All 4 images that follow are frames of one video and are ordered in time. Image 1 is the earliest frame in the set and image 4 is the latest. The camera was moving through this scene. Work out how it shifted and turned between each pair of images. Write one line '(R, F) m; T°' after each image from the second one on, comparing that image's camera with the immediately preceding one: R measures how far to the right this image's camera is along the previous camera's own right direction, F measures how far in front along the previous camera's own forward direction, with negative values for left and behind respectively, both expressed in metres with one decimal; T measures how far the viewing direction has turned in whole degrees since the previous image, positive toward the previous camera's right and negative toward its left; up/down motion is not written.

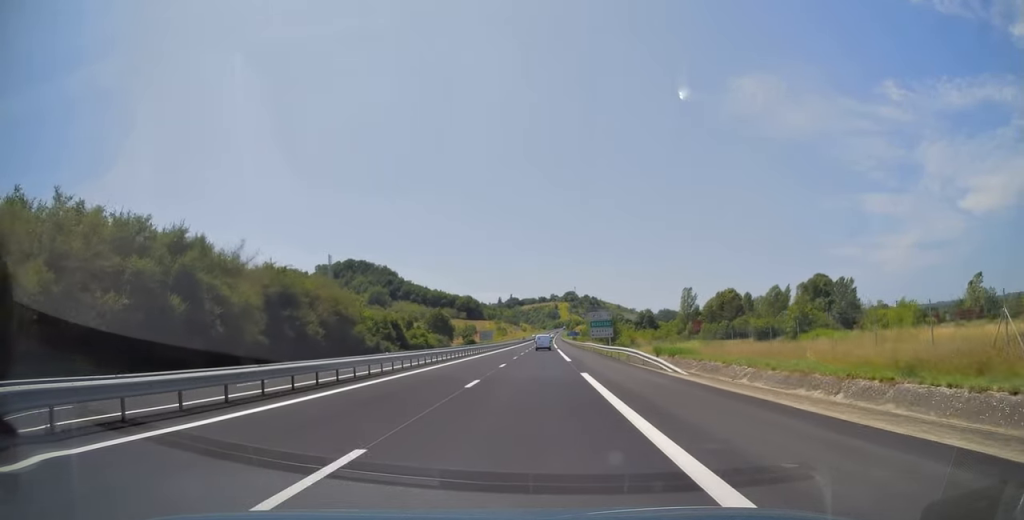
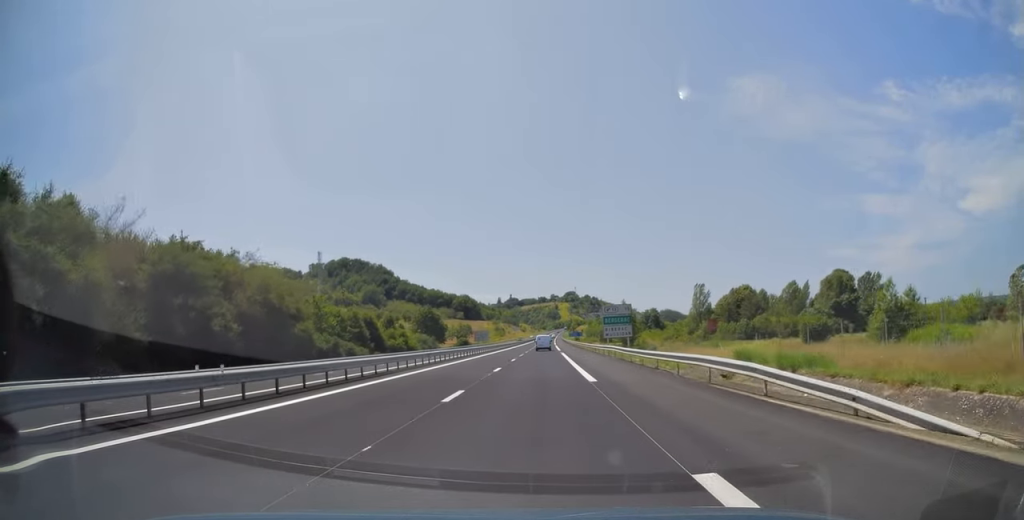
(0.0, +17.2) m; 0°
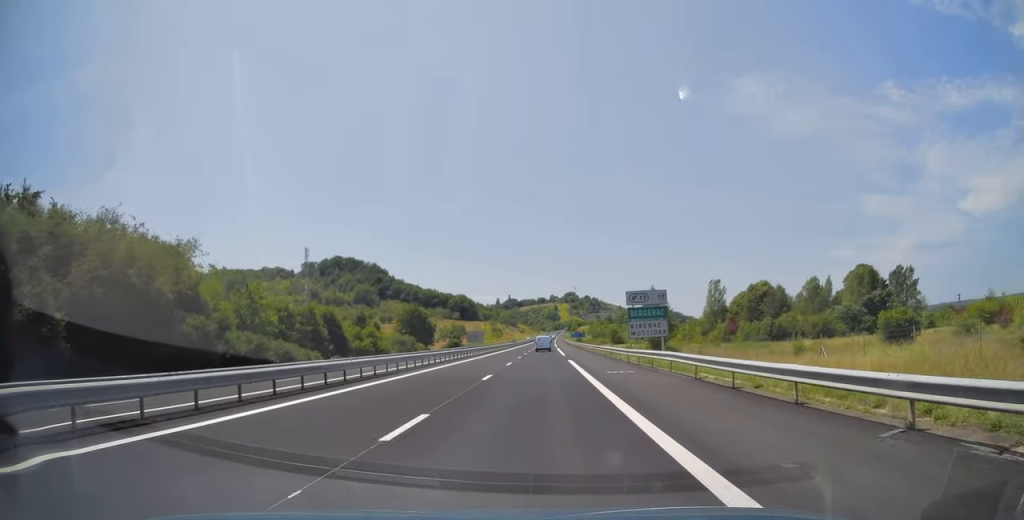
(0.0, +18.3) m; 0°
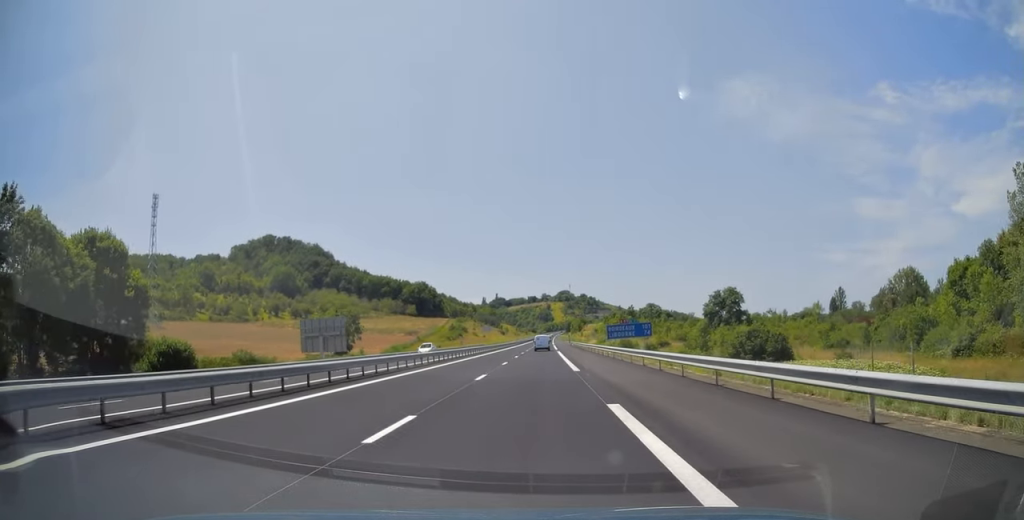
(+1.1, +131.0) m; +1°
